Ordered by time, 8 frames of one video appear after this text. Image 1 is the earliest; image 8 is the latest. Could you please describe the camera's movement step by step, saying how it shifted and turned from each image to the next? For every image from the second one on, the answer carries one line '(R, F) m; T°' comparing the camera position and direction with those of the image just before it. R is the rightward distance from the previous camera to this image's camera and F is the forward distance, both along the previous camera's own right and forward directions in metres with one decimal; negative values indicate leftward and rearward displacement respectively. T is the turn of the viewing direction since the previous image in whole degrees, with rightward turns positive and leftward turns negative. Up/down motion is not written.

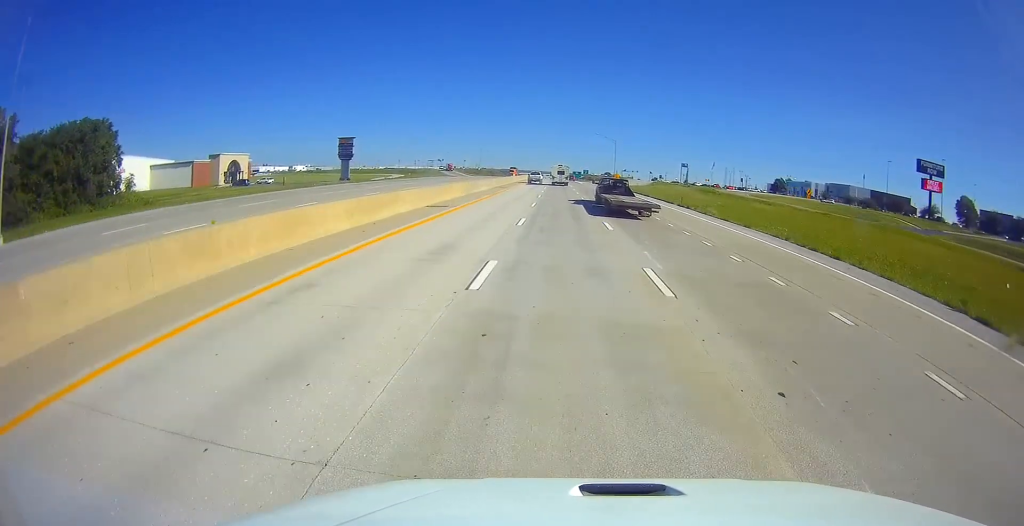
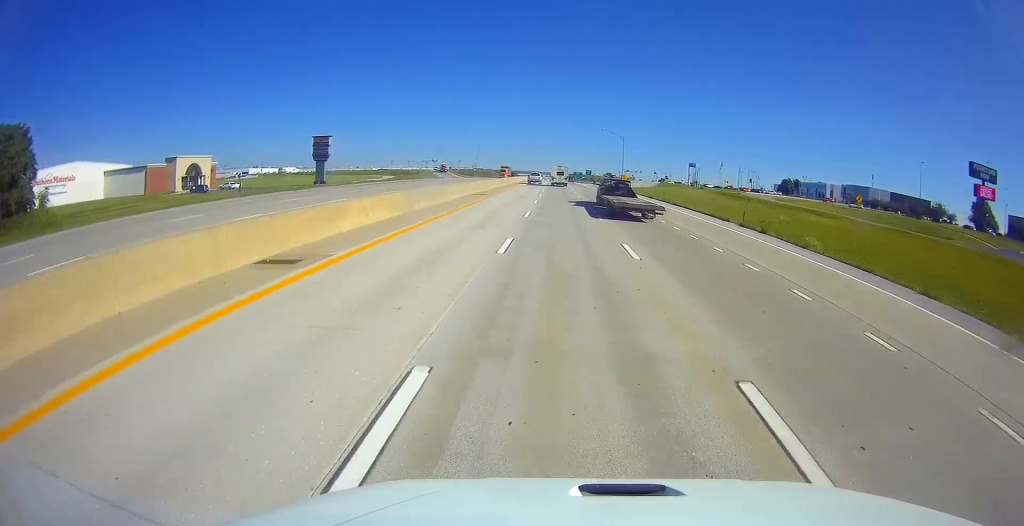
(+0.1, +19.8) m; -1°
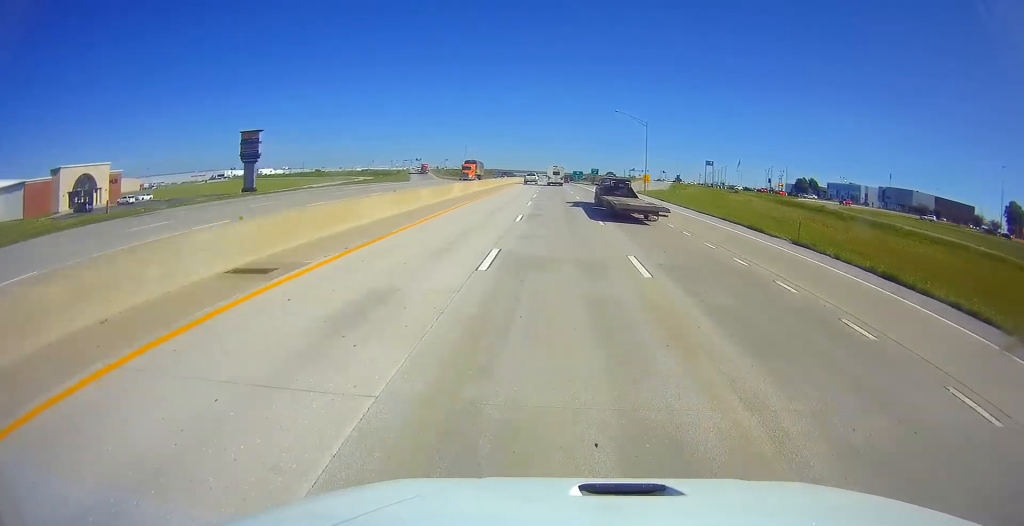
(-0.4, +39.6) m; +1°
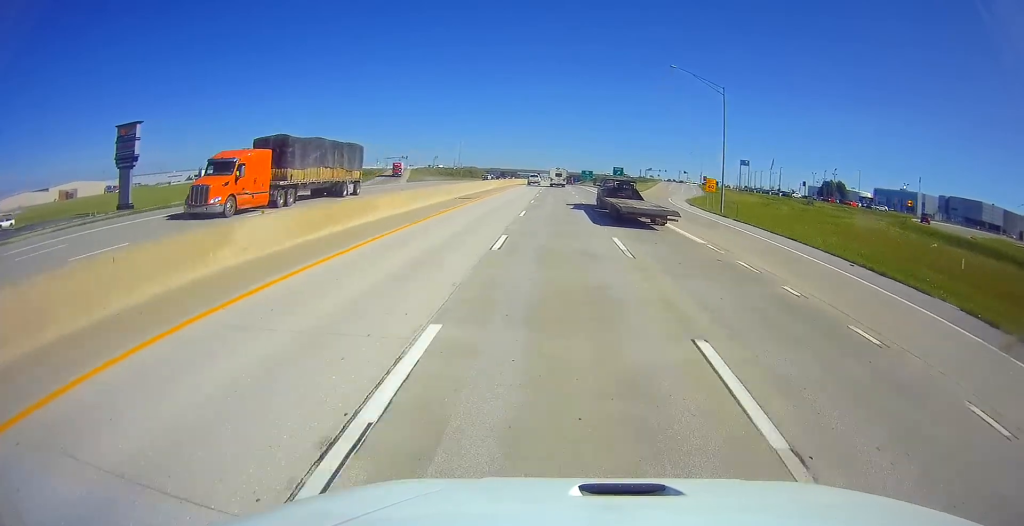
(+0.6, +44.6) m; +1°
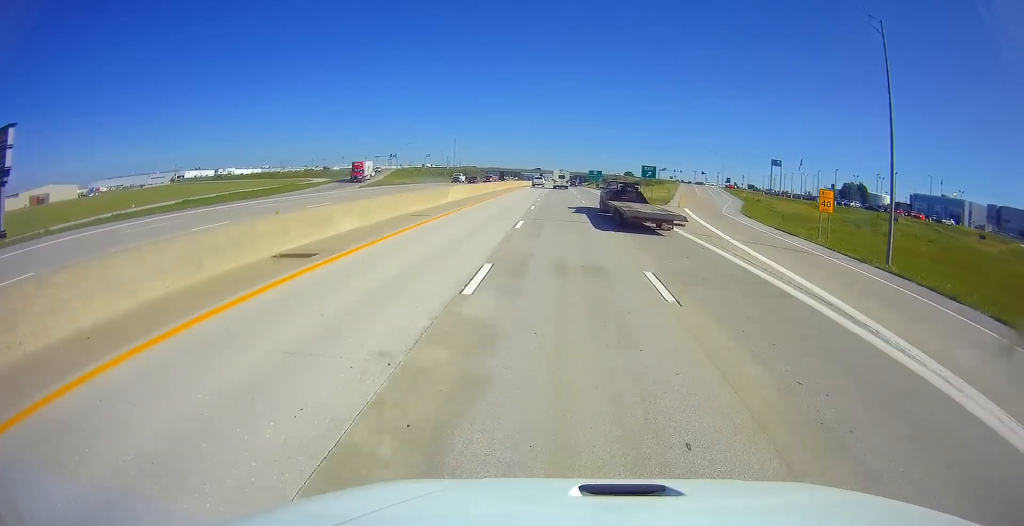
(0.0, +29.8) m; -1°
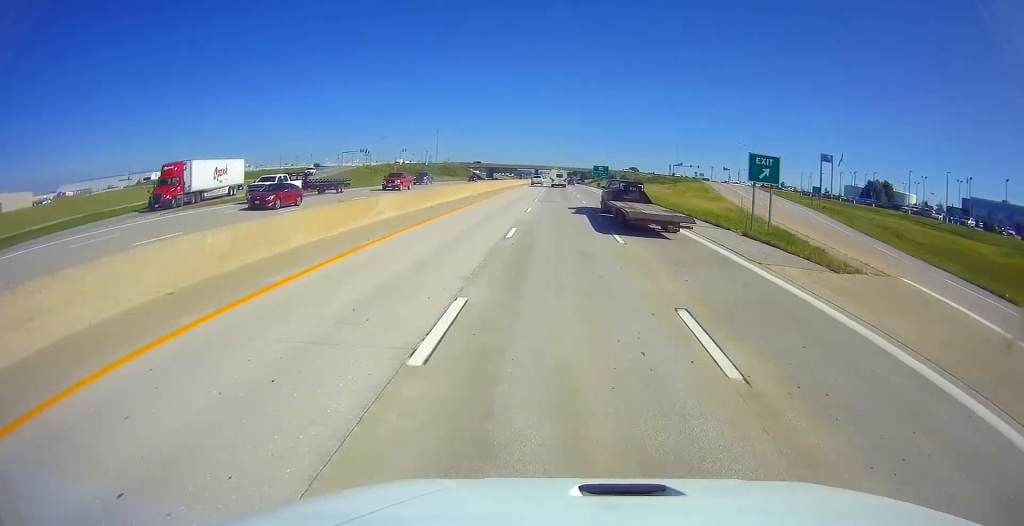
(-0.5, +40.7) m; 0°
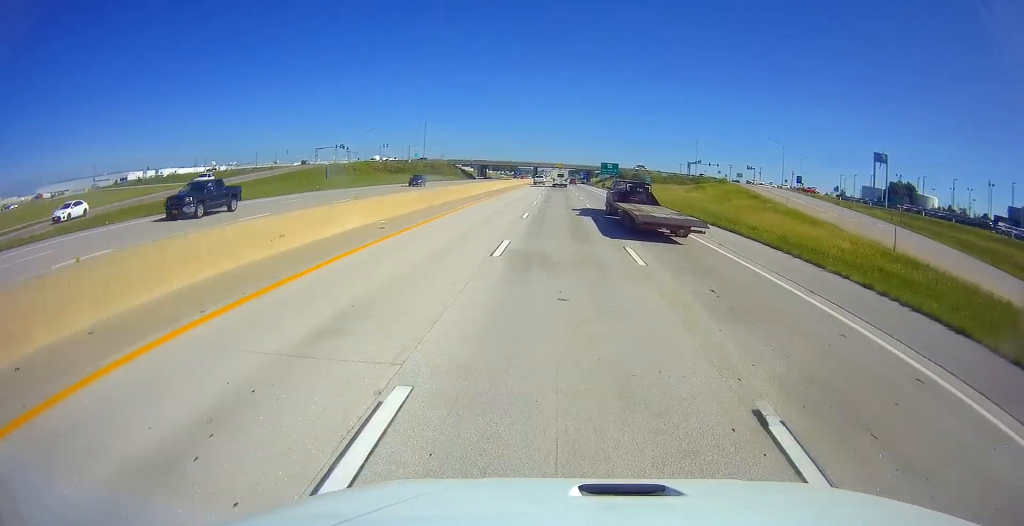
(+0.5, +28.8) m; +1°
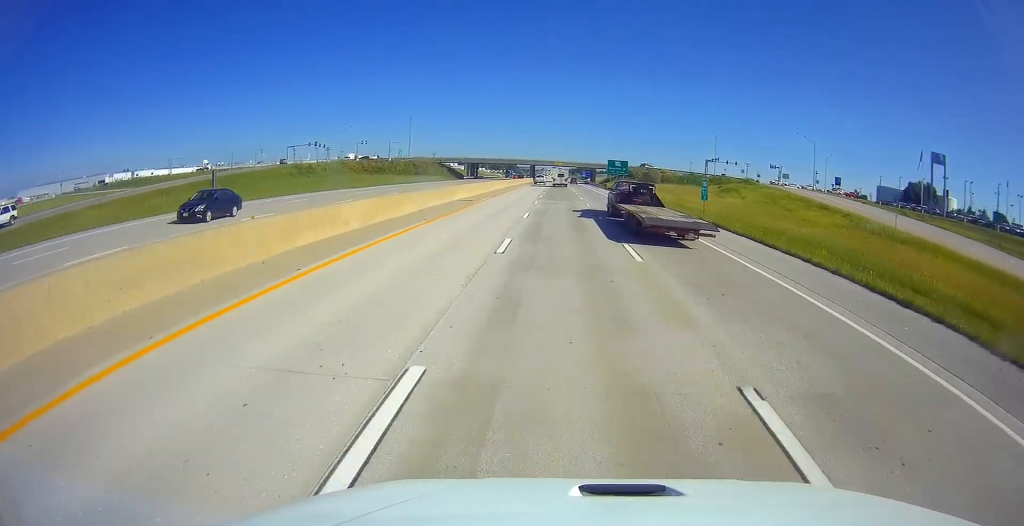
(+0.1, +23.9) m; -1°
